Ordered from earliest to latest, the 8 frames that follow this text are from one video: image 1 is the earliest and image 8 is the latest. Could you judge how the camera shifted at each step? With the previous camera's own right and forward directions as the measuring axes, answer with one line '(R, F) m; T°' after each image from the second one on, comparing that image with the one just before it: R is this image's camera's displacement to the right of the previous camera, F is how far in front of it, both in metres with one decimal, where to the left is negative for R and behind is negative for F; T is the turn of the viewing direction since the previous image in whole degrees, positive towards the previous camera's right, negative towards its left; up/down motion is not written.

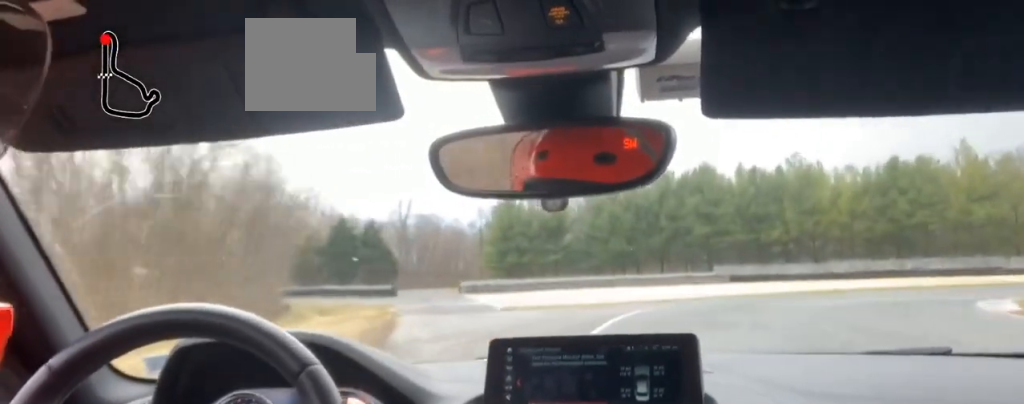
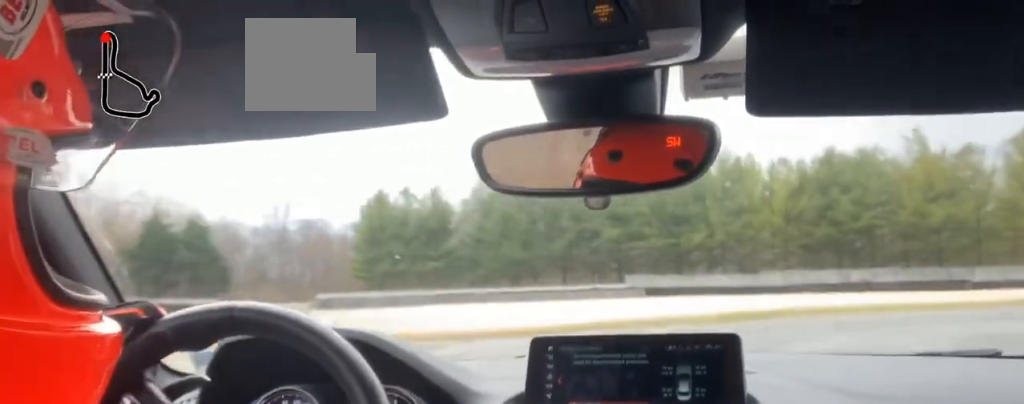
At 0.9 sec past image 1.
(+0.1, +24.5) m; +5°
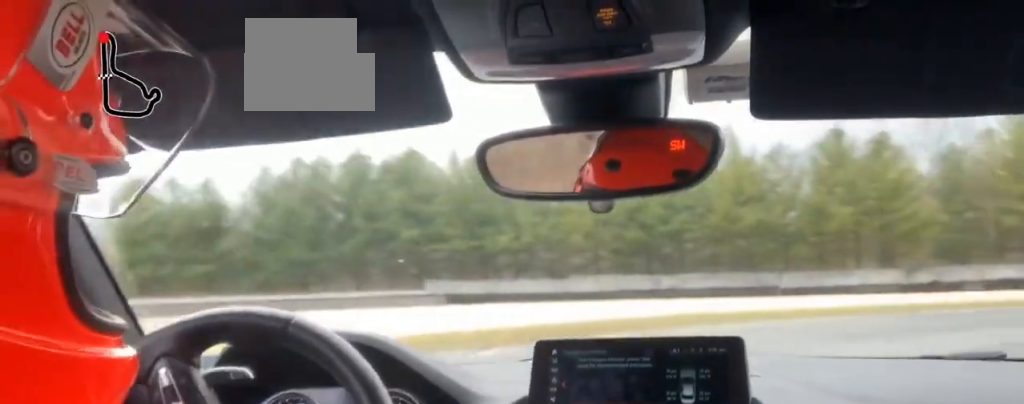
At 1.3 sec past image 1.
(+0.7, +10.5) m; +10°
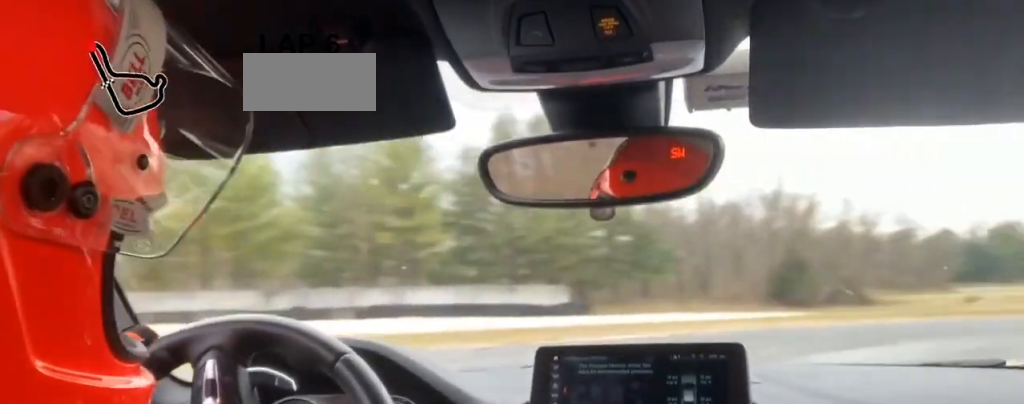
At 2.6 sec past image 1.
(+5.8, +23.5) m; +35°
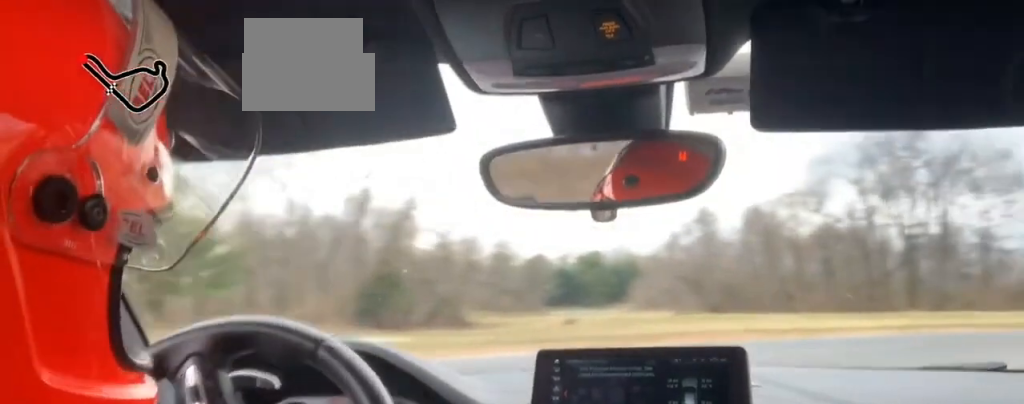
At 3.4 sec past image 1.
(+3.5, +14.2) m; +26°
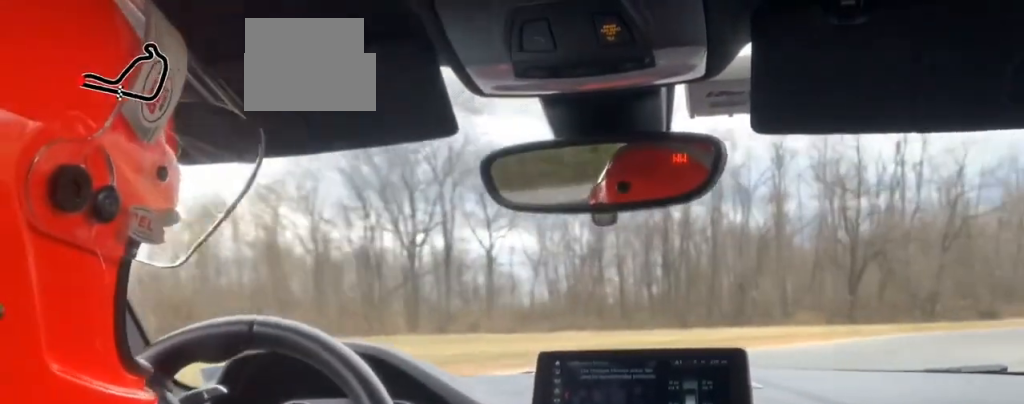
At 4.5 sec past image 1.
(+6.5, +20.2) m; +25°
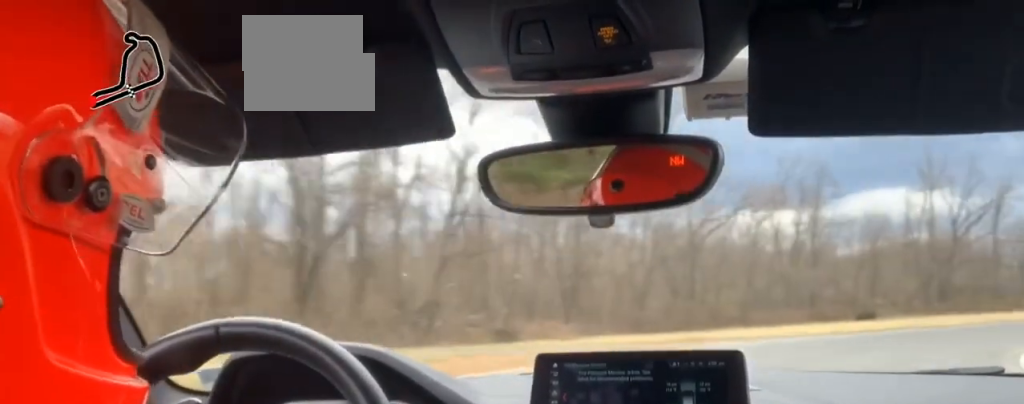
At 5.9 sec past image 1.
(+5.0, +33.9) m; +23°
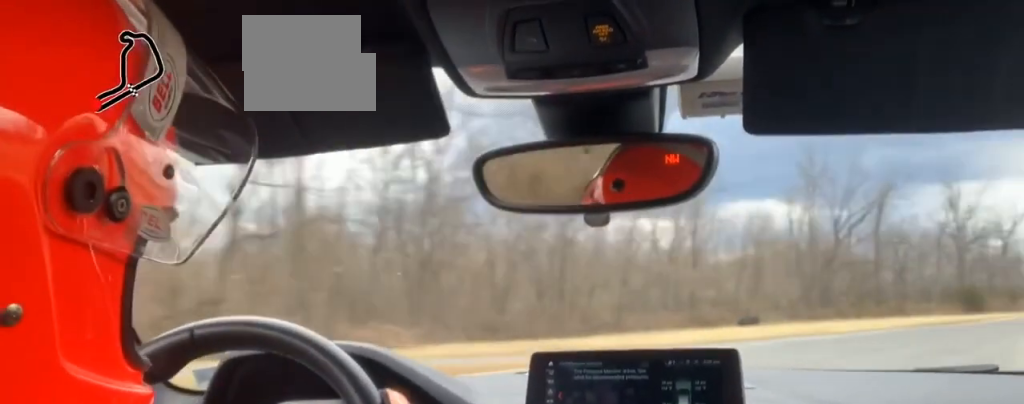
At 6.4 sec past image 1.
(+1.8, +11.8) m; +10°
